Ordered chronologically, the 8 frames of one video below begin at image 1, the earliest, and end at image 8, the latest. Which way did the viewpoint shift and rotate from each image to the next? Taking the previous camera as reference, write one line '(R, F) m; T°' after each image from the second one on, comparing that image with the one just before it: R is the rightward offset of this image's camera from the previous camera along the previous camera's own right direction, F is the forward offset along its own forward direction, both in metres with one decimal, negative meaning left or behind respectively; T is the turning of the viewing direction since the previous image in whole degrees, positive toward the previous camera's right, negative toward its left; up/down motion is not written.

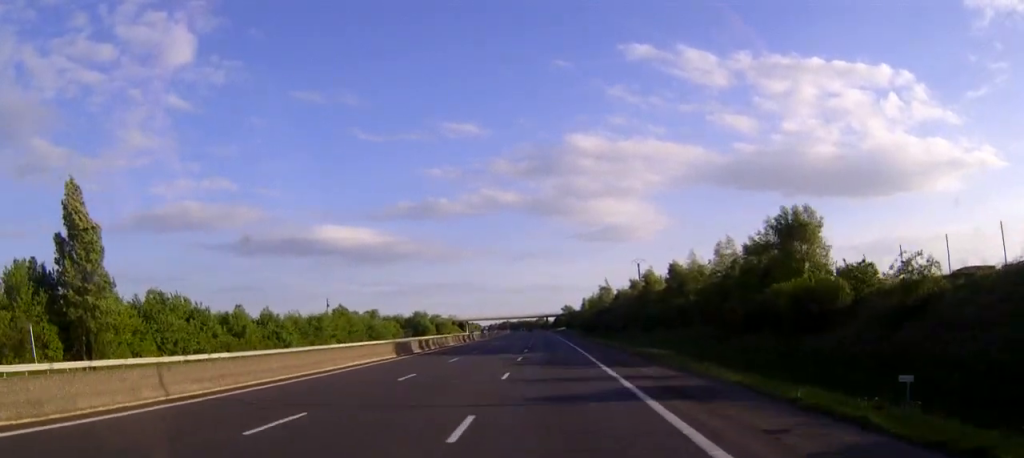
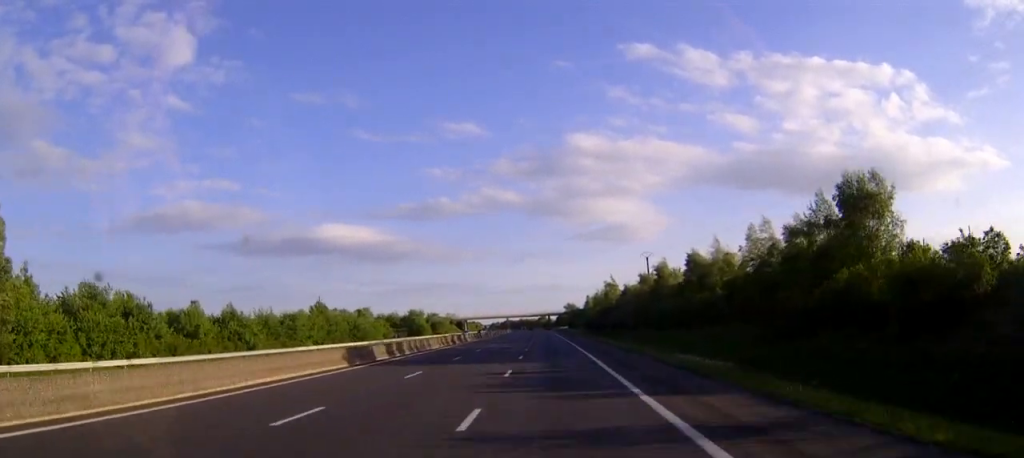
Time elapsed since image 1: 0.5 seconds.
(0.0, +11.7) m; 0°
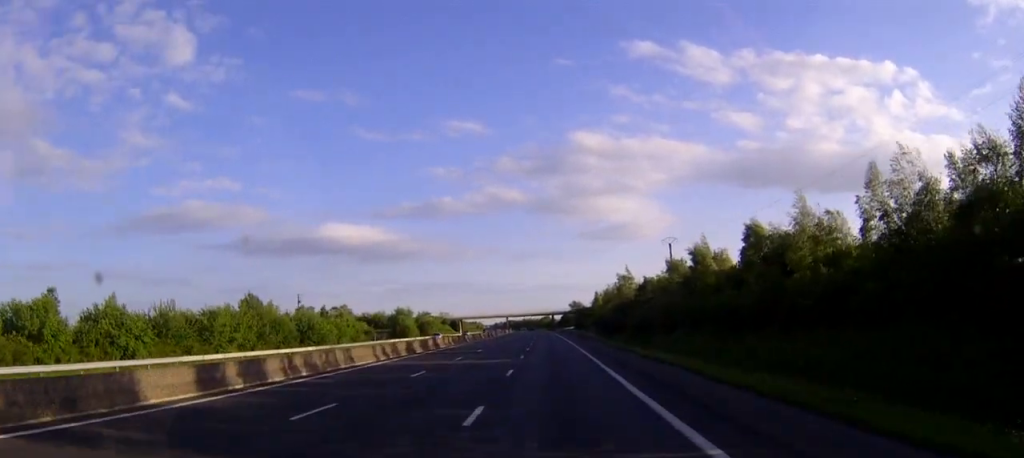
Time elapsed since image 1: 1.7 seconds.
(0.0, +25.1) m; 0°
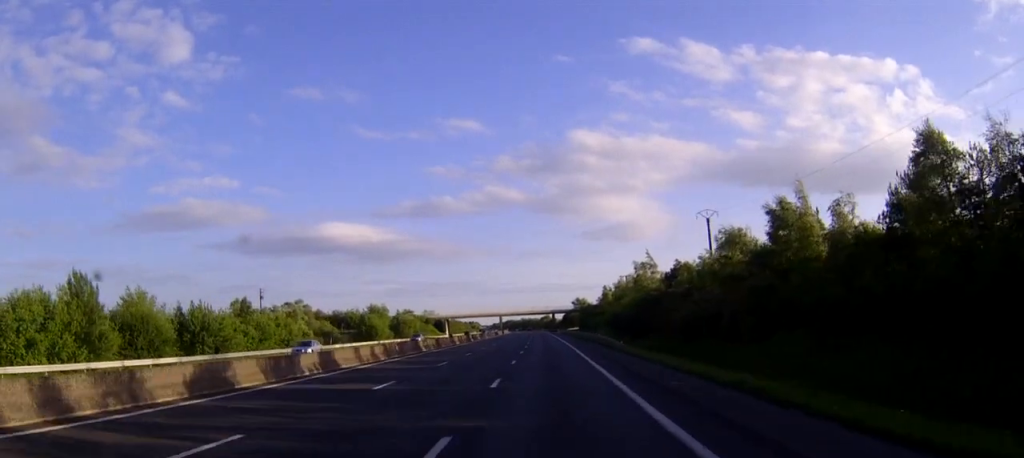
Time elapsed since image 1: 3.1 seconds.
(-0.2, +31.4) m; 0°
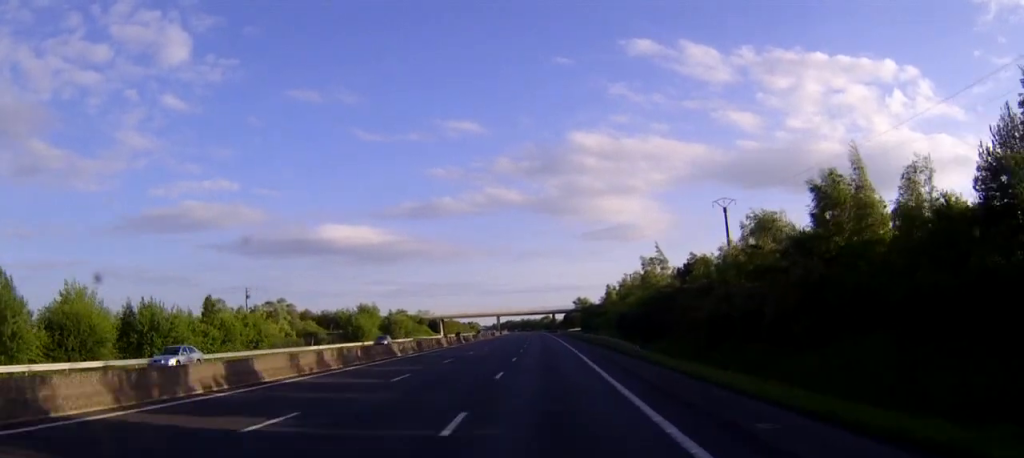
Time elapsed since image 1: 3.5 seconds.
(0.0, +9.8) m; 0°
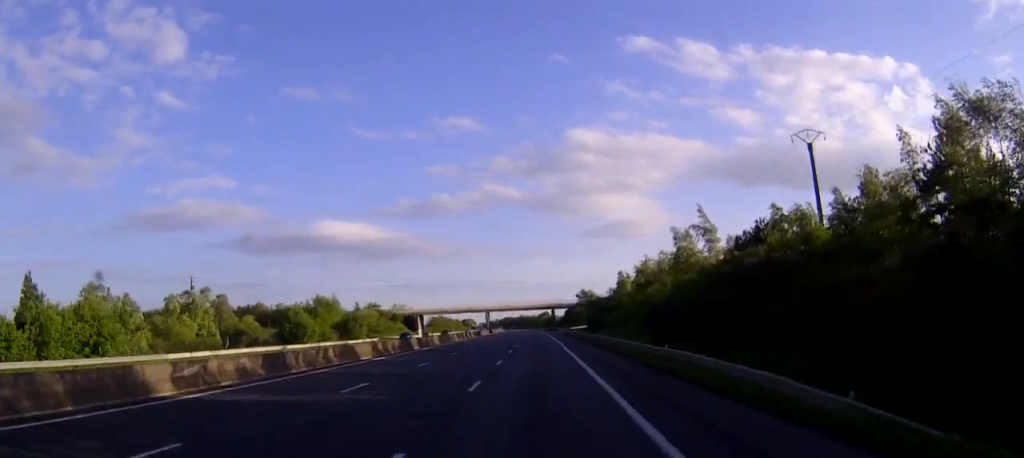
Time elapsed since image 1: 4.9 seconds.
(+0.1, +31.1) m; 0°
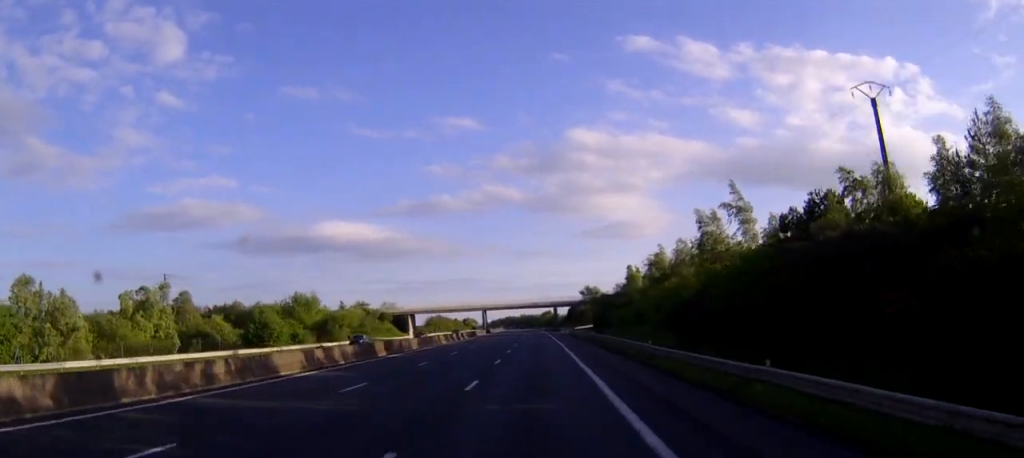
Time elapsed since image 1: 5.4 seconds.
(0.0, +12.9) m; 0°
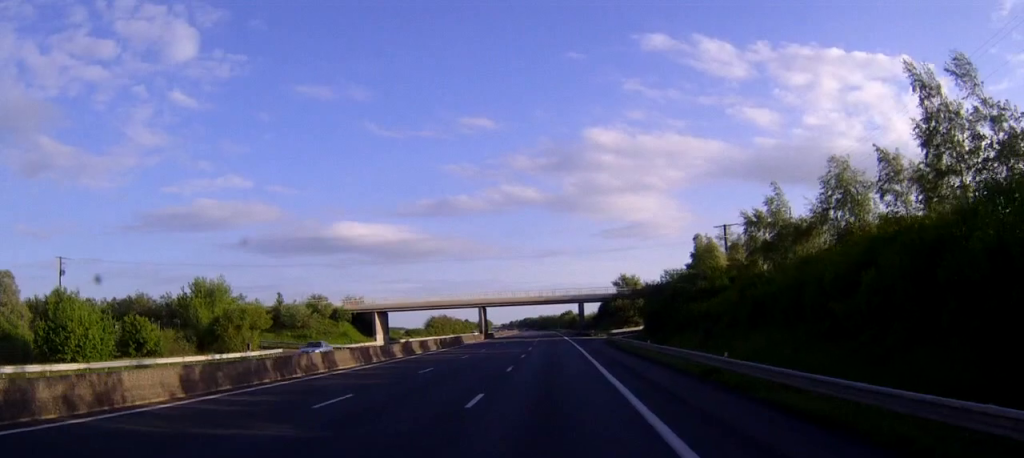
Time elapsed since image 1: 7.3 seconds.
(-0.4, +43.0) m; -1°
